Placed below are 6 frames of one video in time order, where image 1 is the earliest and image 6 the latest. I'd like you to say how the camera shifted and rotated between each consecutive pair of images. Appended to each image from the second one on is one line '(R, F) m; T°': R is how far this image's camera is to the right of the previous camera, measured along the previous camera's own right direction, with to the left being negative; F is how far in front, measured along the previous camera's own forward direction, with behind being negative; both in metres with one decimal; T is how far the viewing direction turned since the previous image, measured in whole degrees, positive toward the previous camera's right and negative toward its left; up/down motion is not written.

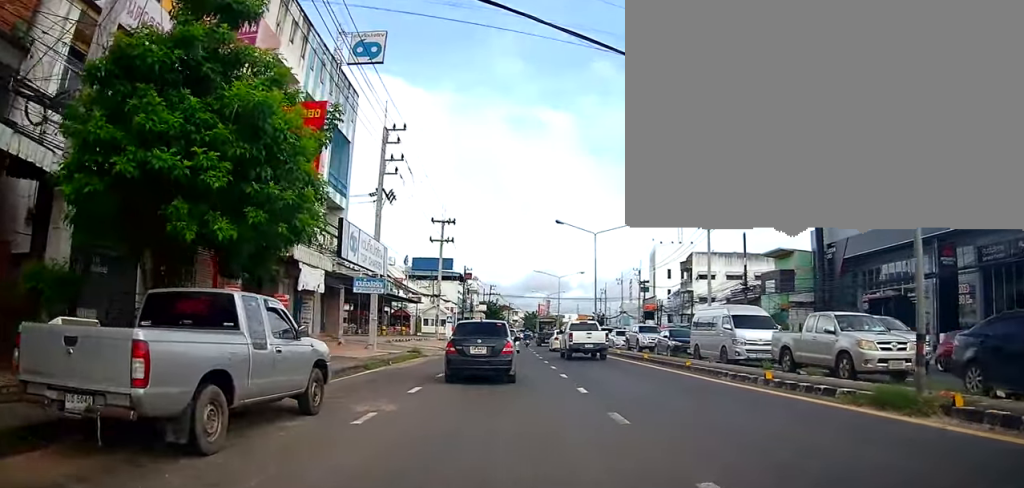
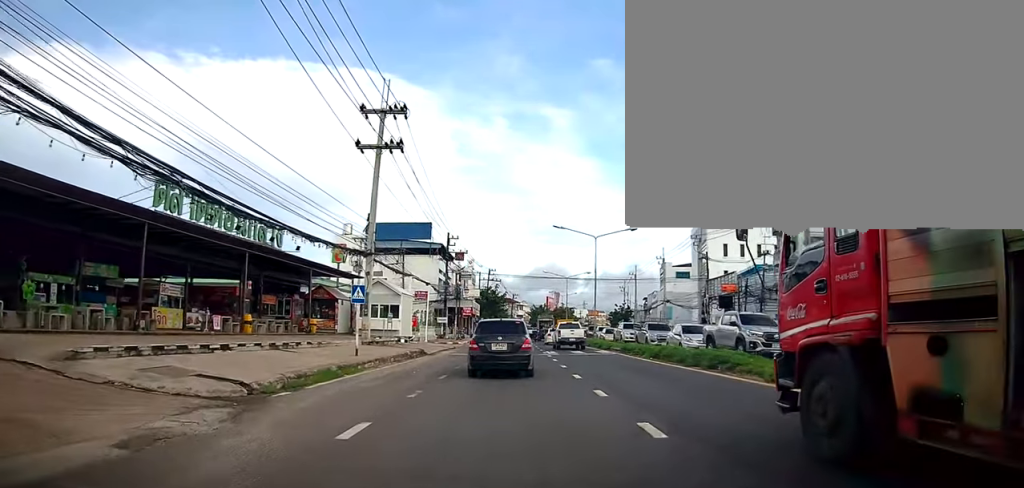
(+2.0, +29.4) m; +7°
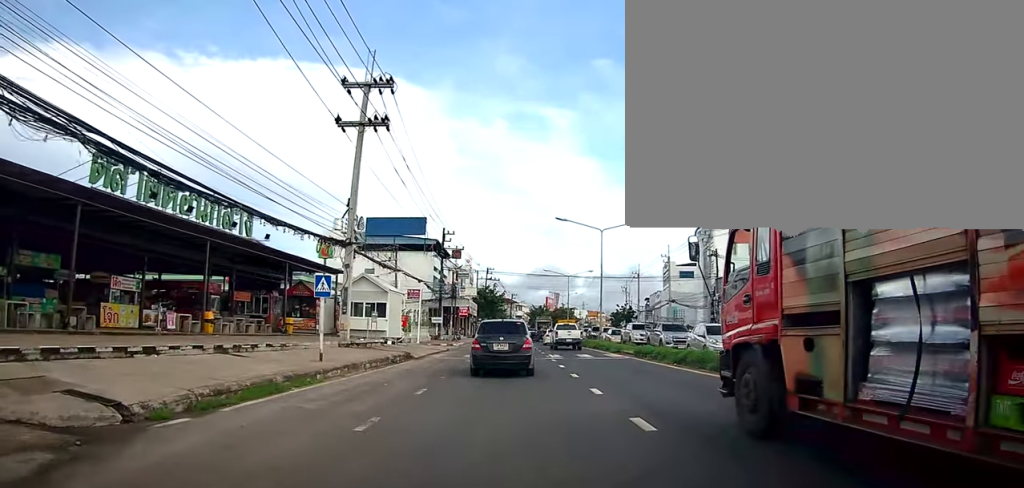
(0.0, +3.7) m; -2°
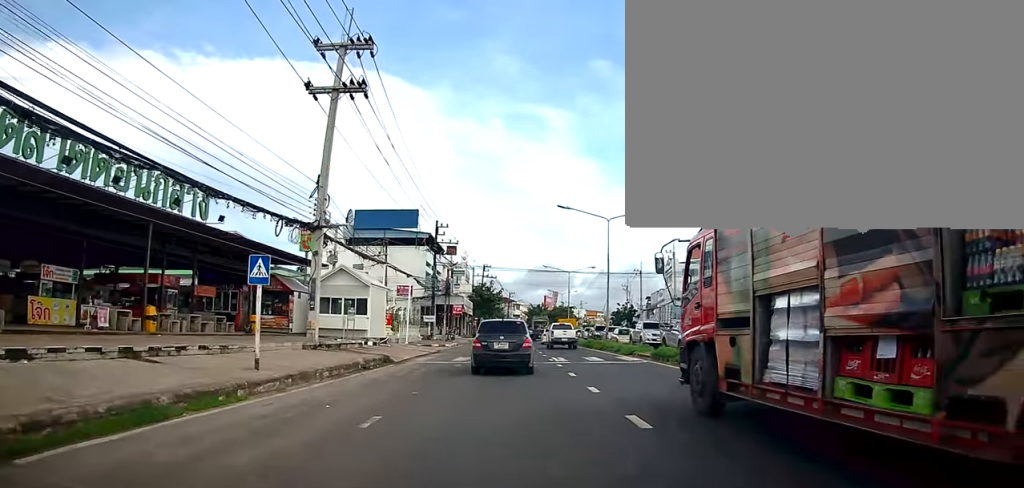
(+0.2, +4.1) m; -3°
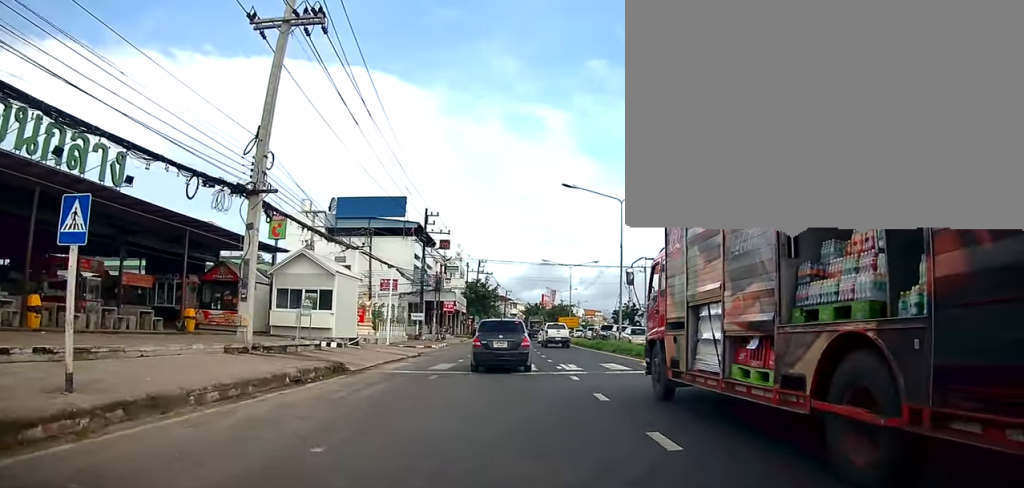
(-0.5, +5.6) m; -1°
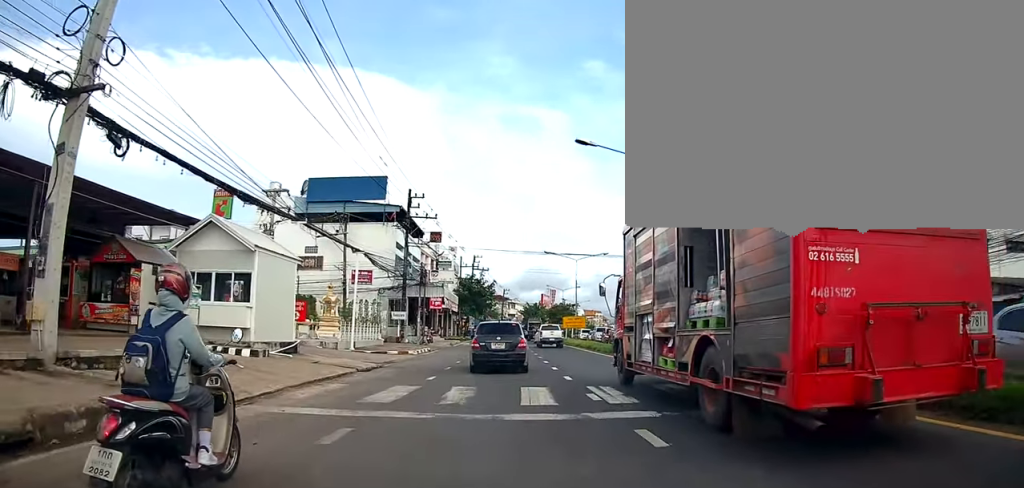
(+0.2, +8.0) m; +4°
